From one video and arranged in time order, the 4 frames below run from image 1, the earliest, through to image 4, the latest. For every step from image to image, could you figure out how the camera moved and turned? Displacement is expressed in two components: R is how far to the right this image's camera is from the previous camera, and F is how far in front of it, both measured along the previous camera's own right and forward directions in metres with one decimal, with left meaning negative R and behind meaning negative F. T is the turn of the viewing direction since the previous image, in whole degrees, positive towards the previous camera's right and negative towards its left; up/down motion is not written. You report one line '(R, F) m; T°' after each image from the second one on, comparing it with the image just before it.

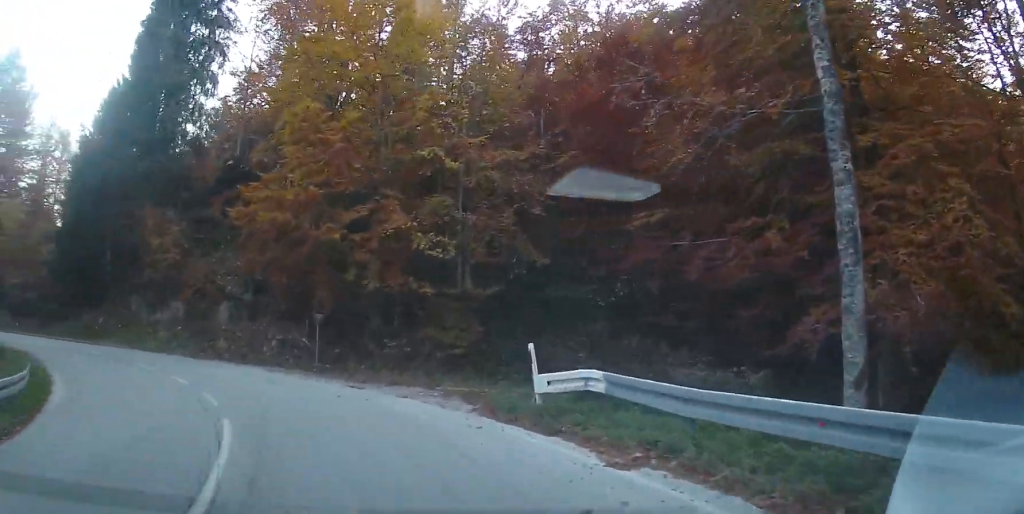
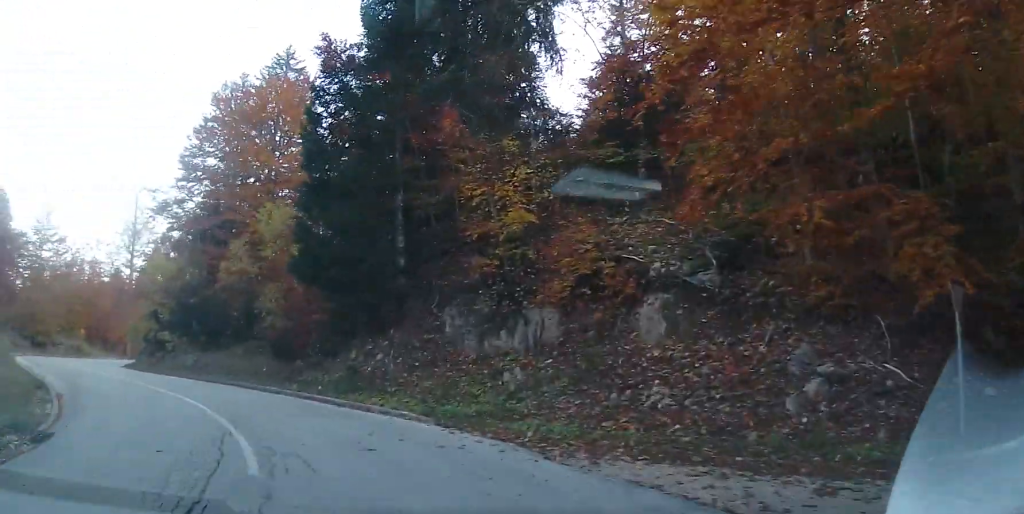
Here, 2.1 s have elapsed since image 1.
(-6.0, +15.5) m; -46°
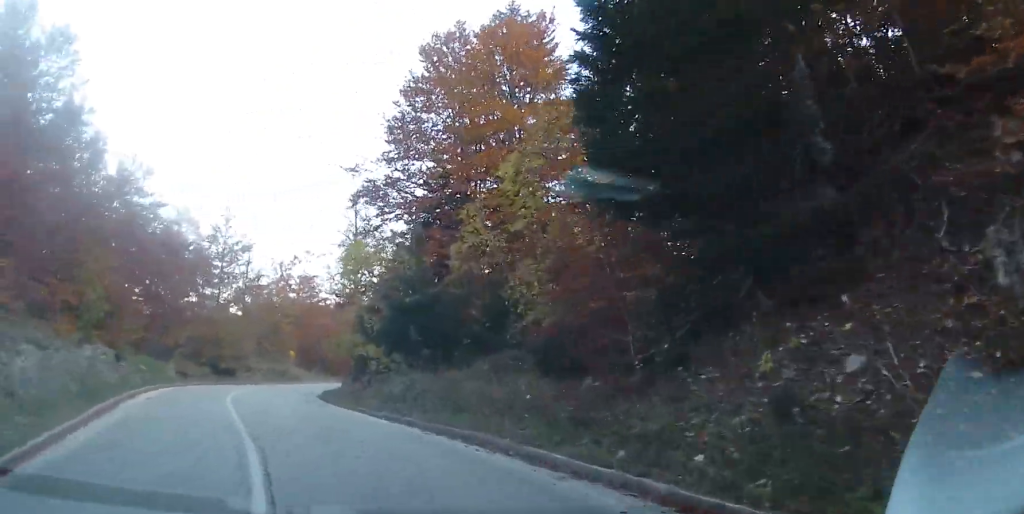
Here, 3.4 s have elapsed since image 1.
(-3.1, +10.0) m; -25°
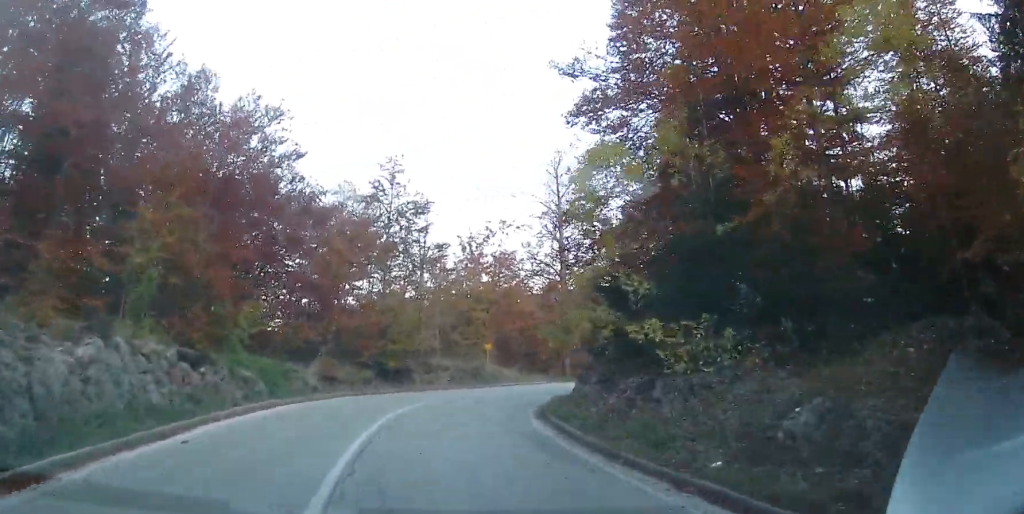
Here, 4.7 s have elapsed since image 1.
(-0.5, +11.5) m; -5°
